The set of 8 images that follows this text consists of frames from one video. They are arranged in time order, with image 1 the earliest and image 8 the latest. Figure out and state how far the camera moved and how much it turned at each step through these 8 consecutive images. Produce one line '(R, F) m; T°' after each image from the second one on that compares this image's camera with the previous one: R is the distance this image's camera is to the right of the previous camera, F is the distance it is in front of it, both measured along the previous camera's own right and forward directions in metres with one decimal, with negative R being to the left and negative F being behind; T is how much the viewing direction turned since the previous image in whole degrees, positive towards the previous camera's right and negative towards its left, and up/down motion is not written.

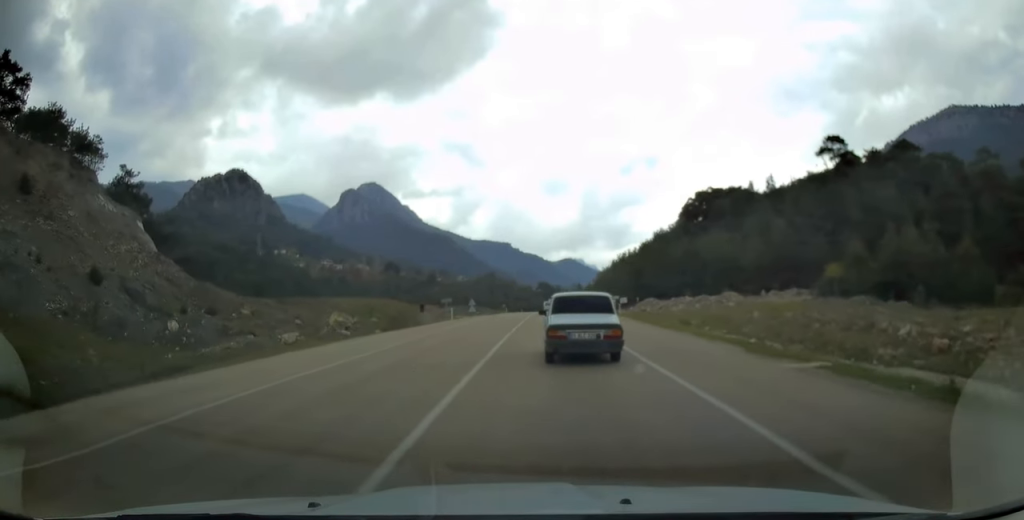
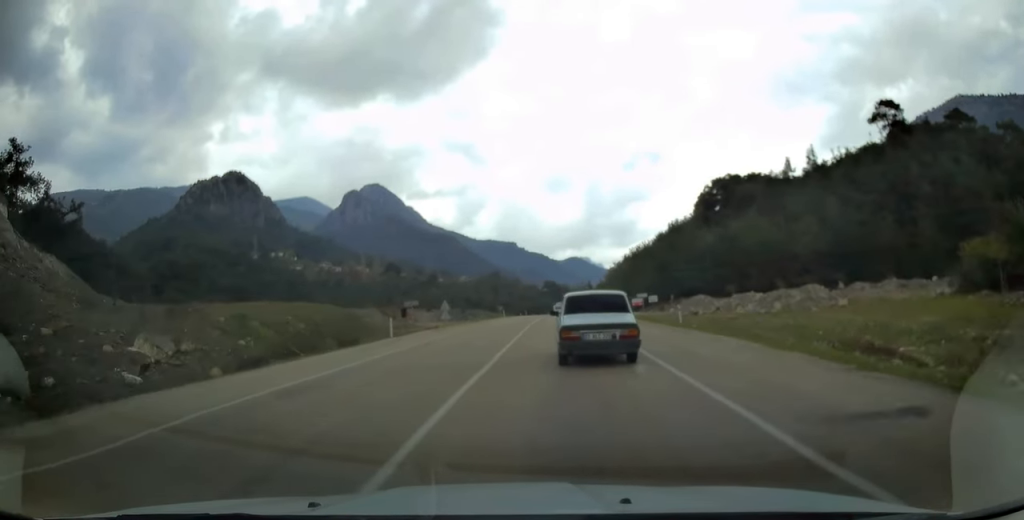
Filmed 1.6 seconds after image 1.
(-0.2, +20.9) m; -1°
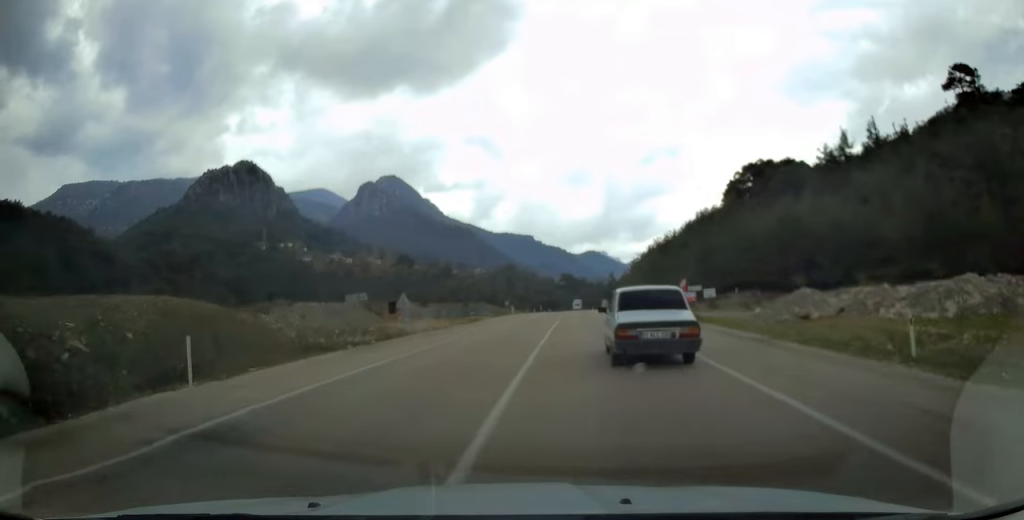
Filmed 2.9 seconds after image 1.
(-0.2, +18.2) m; -1°
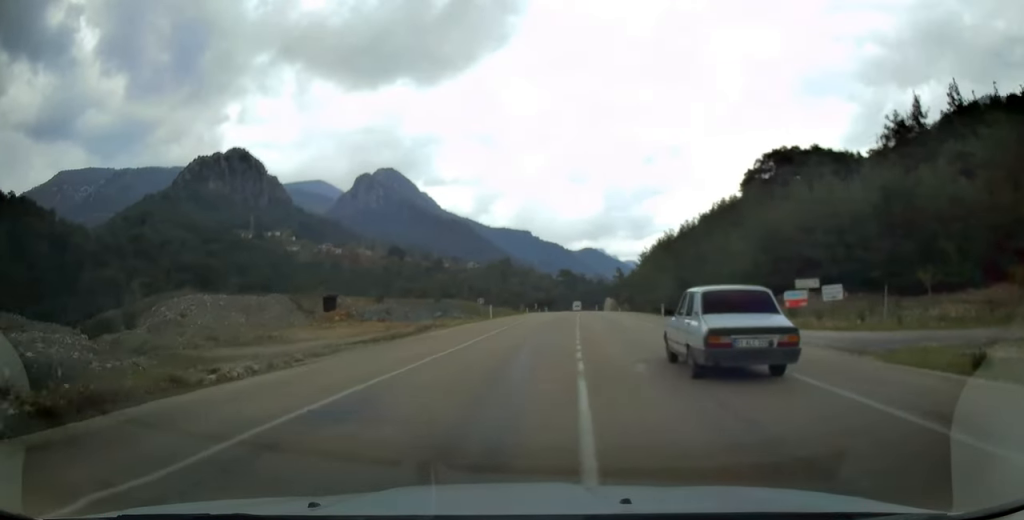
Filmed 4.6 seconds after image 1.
(-0.1, +24.7) m; 0°
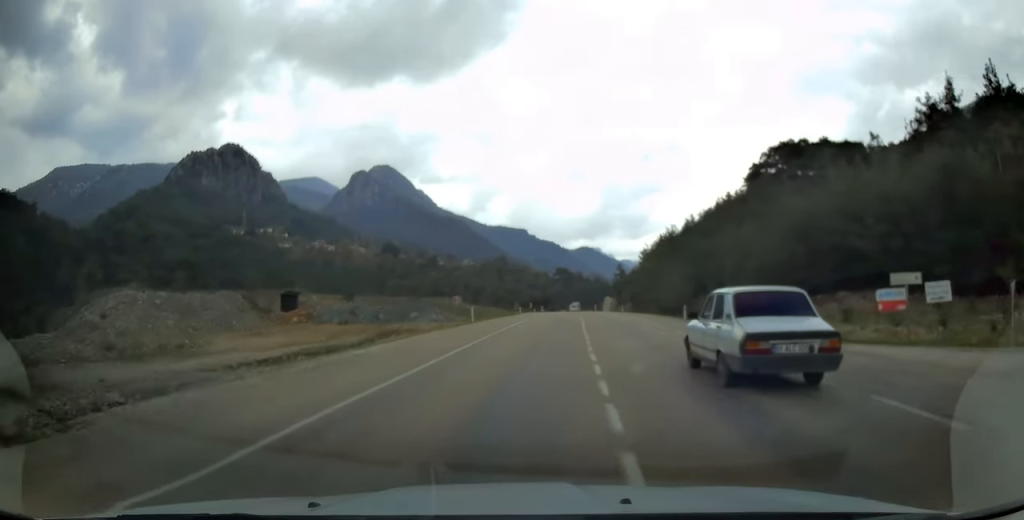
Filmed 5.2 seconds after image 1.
(0.0, +9.5) m; +1°
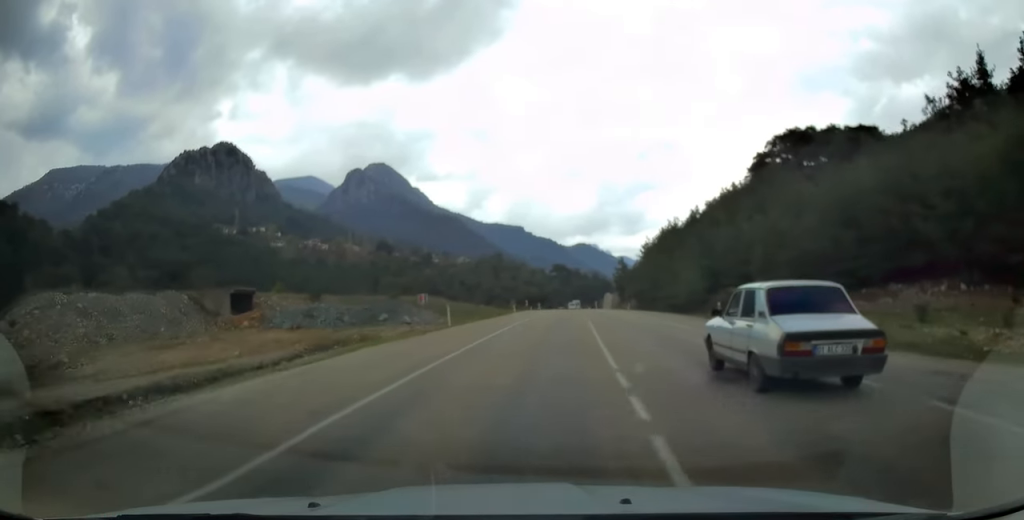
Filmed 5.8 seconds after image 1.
(0.0, +8.6) m; +1°
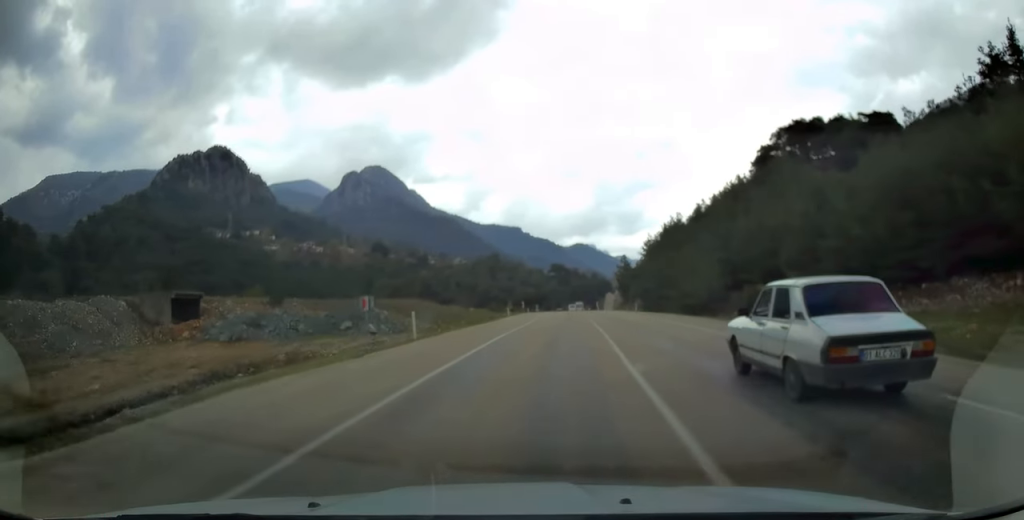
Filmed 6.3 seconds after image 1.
(+0.1, +7.8) m; 0°
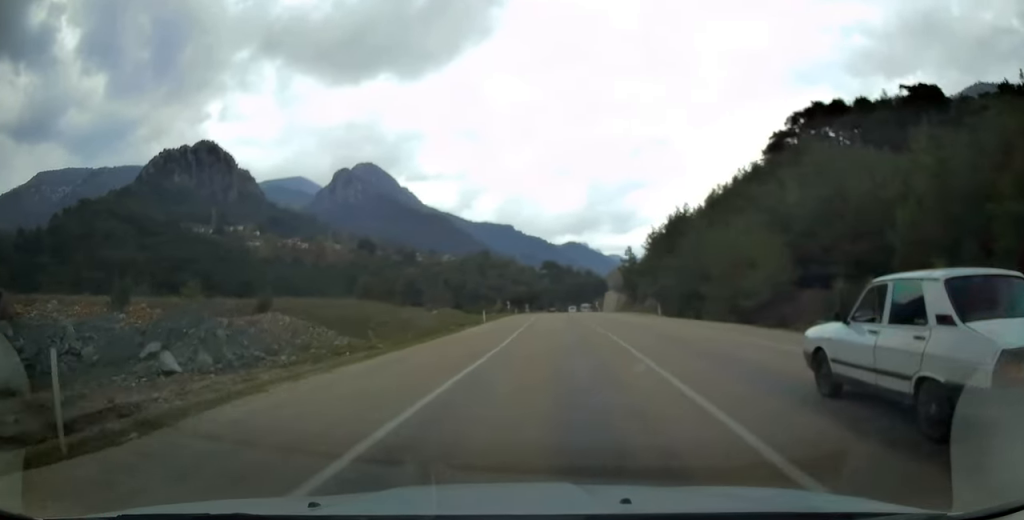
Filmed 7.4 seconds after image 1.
(+0.1, +17.9) m; +1°
